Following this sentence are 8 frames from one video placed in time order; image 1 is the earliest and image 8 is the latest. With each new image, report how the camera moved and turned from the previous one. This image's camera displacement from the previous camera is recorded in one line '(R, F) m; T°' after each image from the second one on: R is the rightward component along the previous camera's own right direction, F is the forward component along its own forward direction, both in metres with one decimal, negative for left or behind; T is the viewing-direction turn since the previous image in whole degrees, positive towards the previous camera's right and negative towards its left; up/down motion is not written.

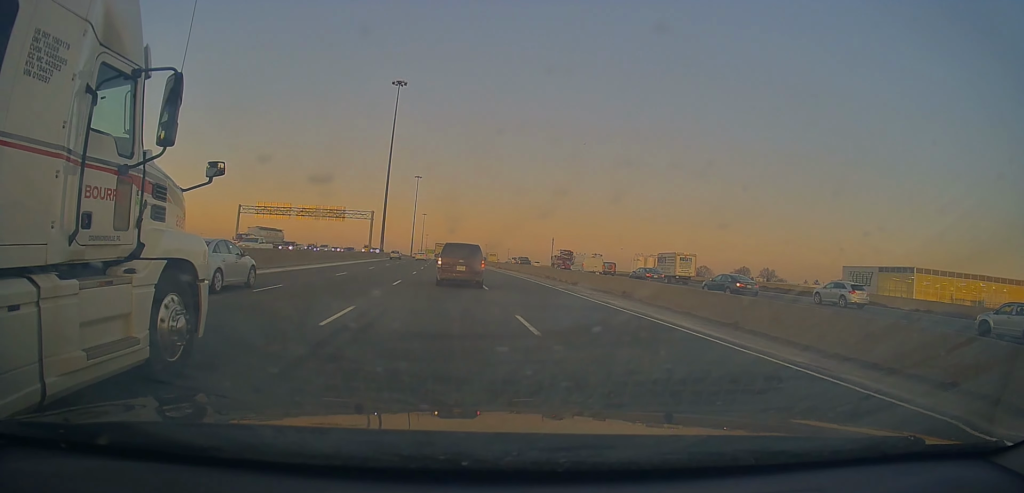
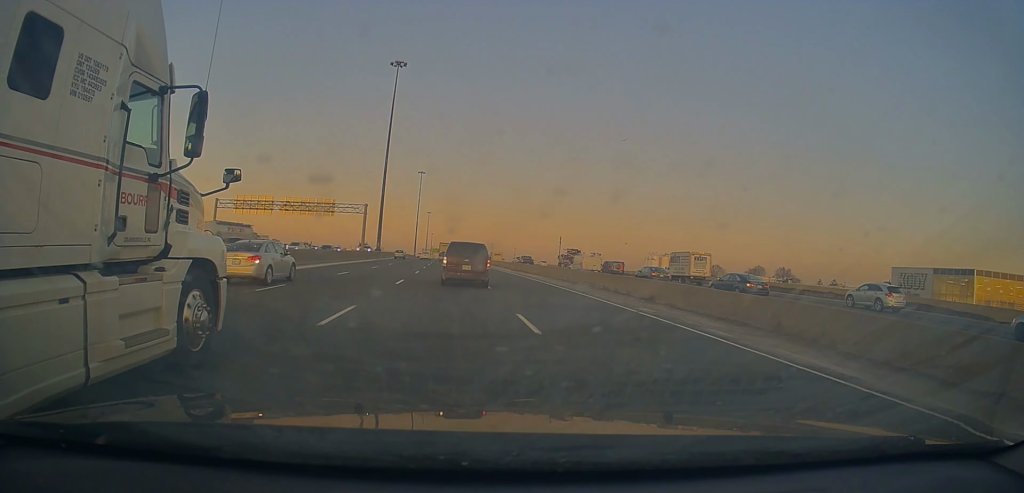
(-0.3, +12.6) m; -1°
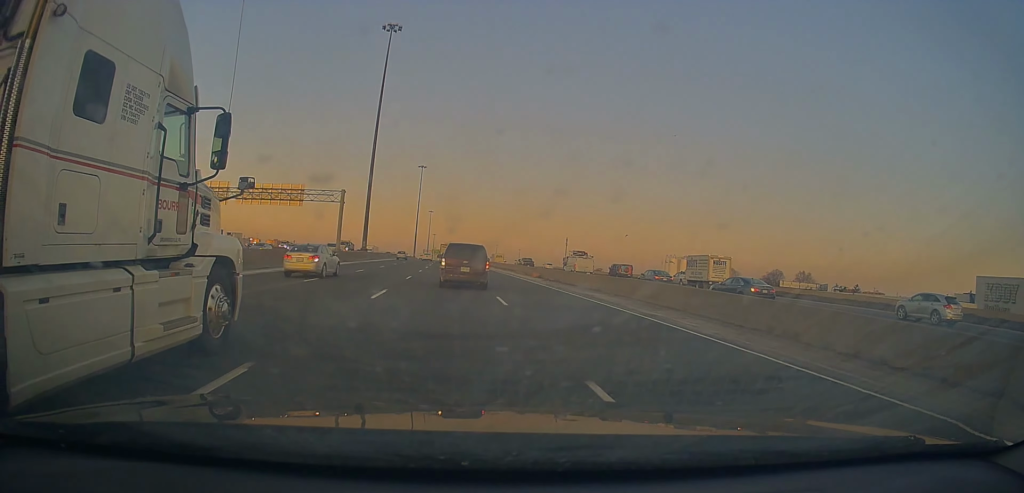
(-0.1, +19.1) m; -1°
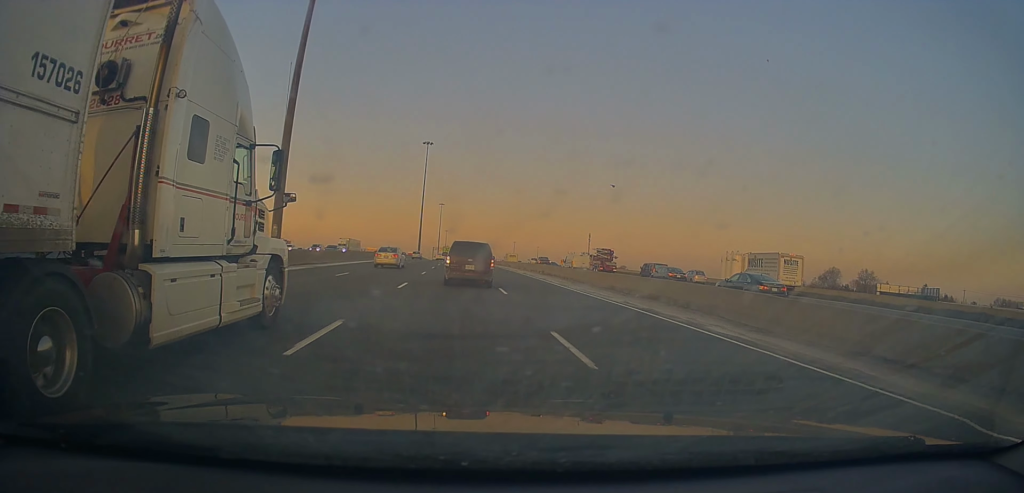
(-0.5, +45.7) m; -1°
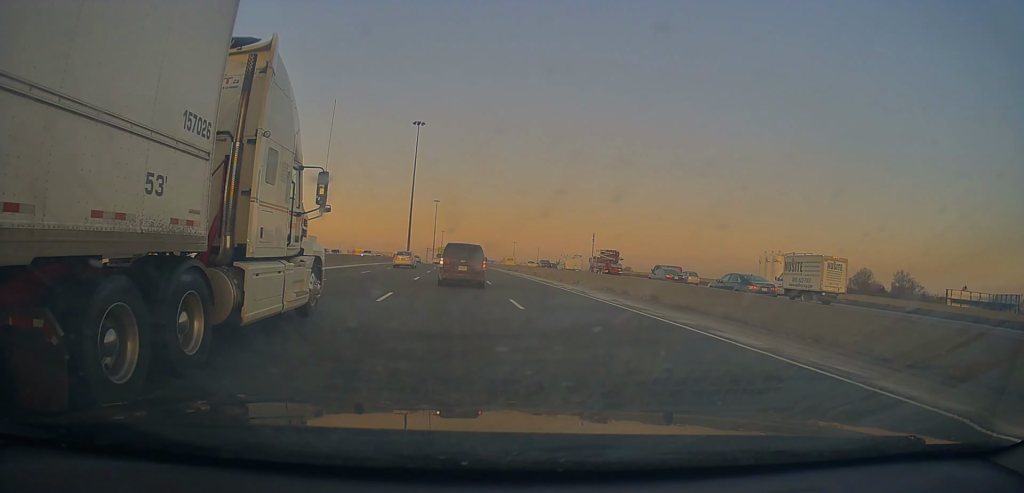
(-0.1, +29.8) m; 0°
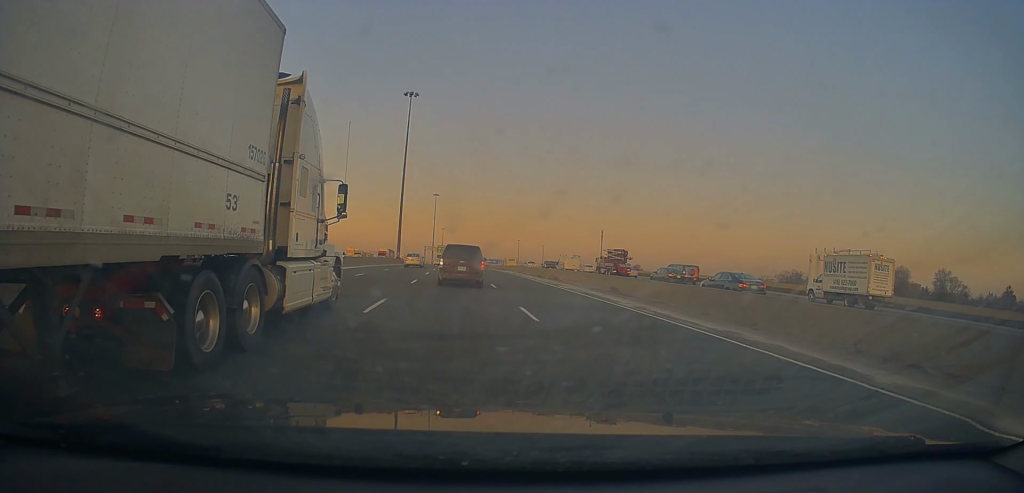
(+0.1, +27.0) m; 0°
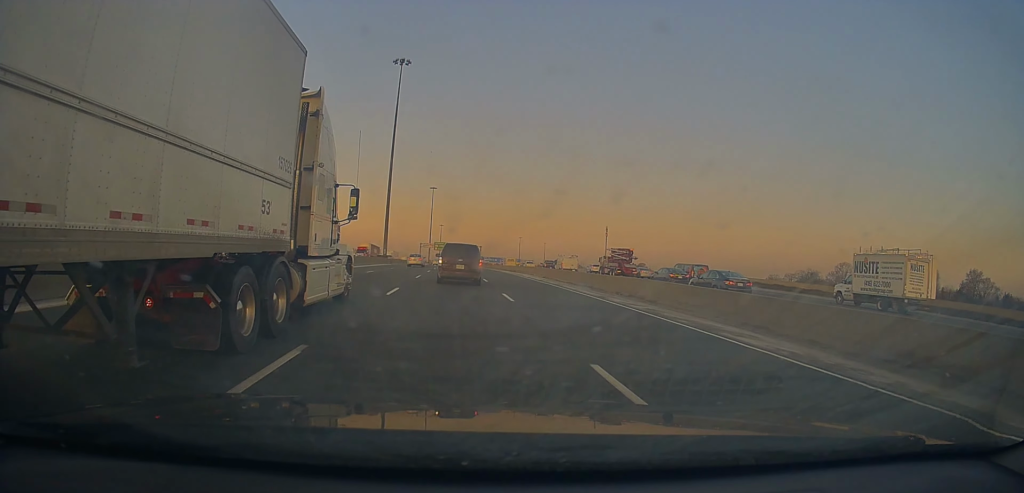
(-0.1, +19.7) m; 0°
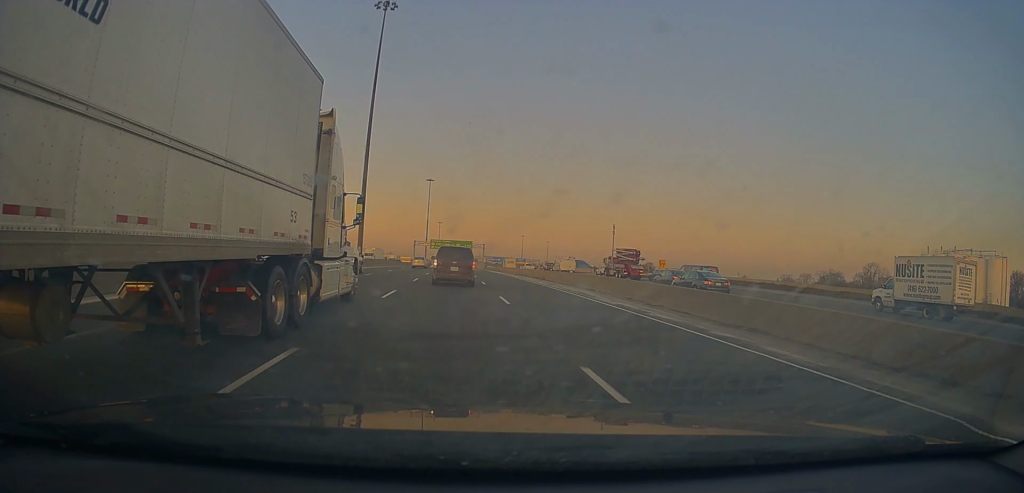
(0.0, +24.5) m; 0°
